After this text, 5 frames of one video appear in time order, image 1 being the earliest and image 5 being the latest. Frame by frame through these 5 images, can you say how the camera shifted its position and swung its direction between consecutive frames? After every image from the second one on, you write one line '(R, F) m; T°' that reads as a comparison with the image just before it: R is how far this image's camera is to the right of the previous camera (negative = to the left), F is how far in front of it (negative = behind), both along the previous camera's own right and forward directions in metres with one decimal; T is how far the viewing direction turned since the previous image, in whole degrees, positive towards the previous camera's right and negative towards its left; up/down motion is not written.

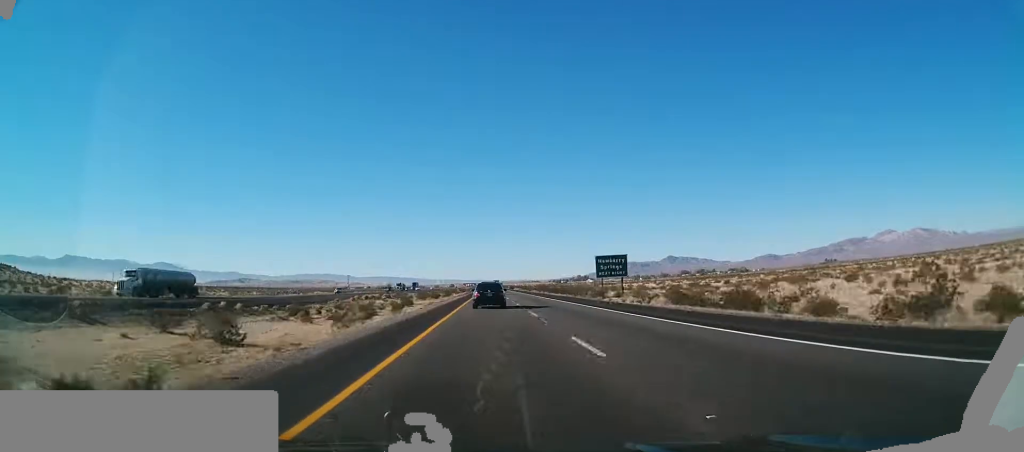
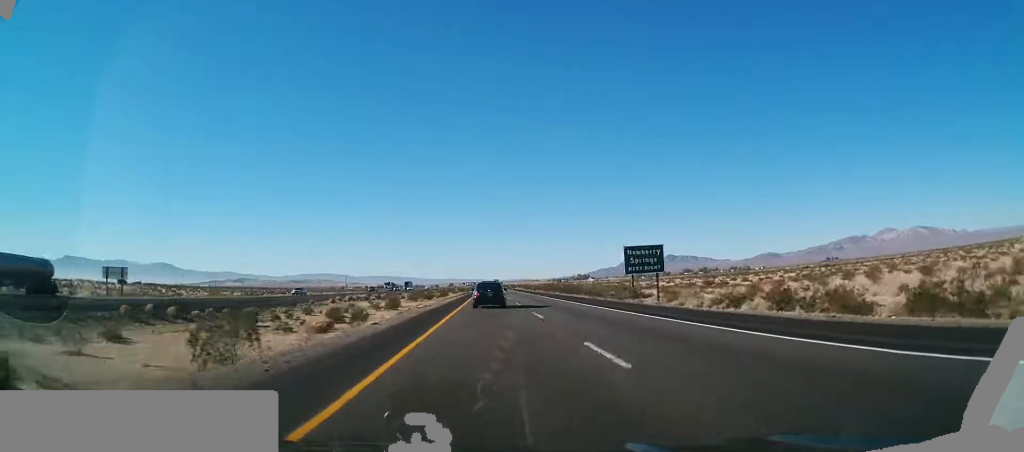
(-0.1, +16.1) m; 0°
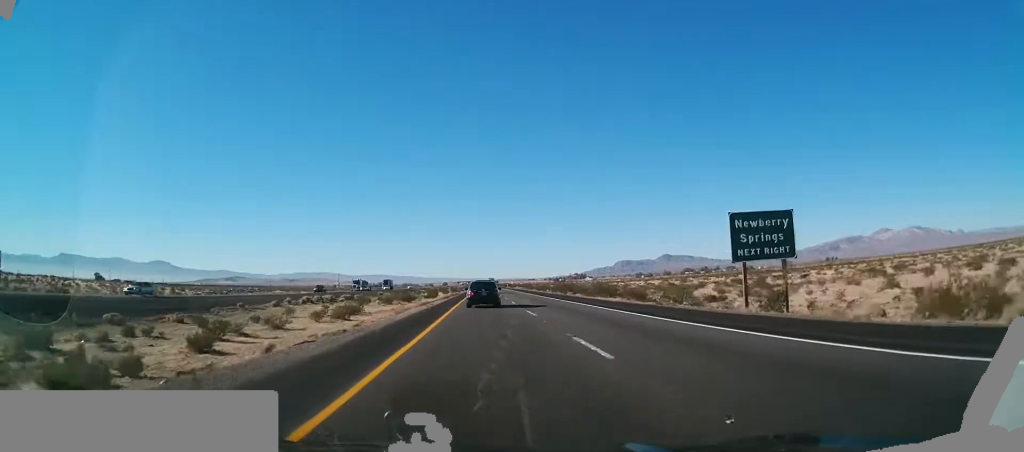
(-0.1, +27.7) m; 0°
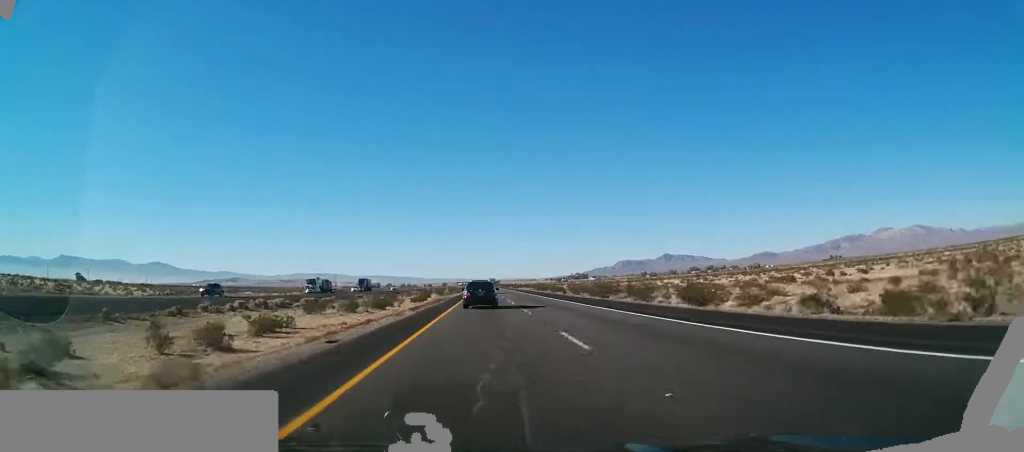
(0.0, +27.7) m; +1°
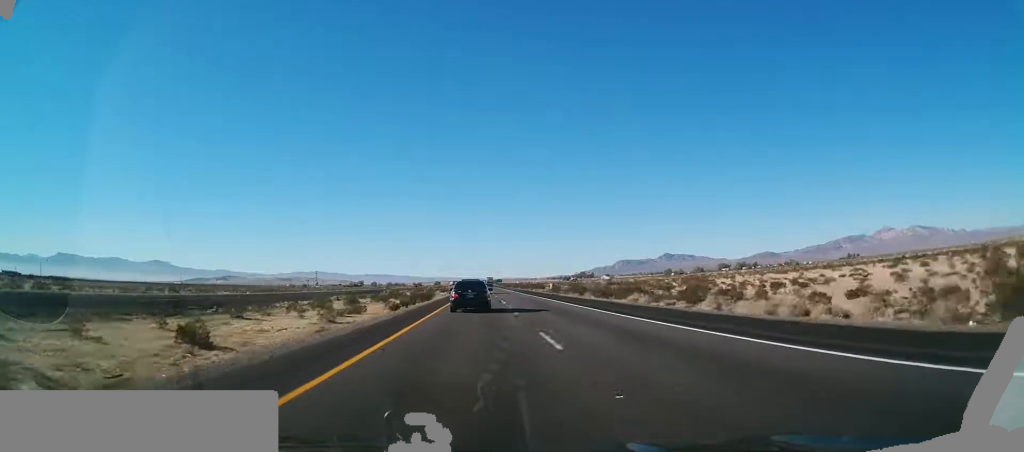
(+0.8, +131.1) m; 0°
